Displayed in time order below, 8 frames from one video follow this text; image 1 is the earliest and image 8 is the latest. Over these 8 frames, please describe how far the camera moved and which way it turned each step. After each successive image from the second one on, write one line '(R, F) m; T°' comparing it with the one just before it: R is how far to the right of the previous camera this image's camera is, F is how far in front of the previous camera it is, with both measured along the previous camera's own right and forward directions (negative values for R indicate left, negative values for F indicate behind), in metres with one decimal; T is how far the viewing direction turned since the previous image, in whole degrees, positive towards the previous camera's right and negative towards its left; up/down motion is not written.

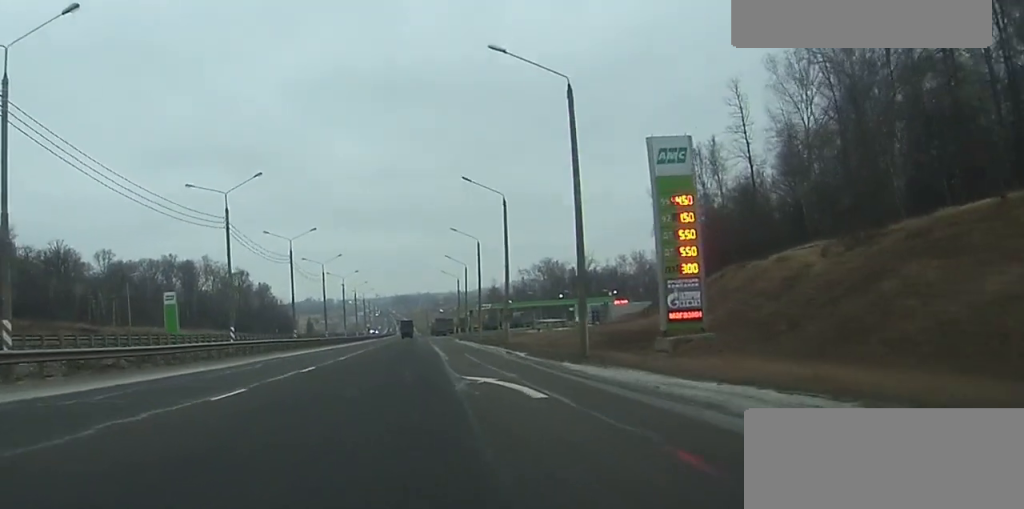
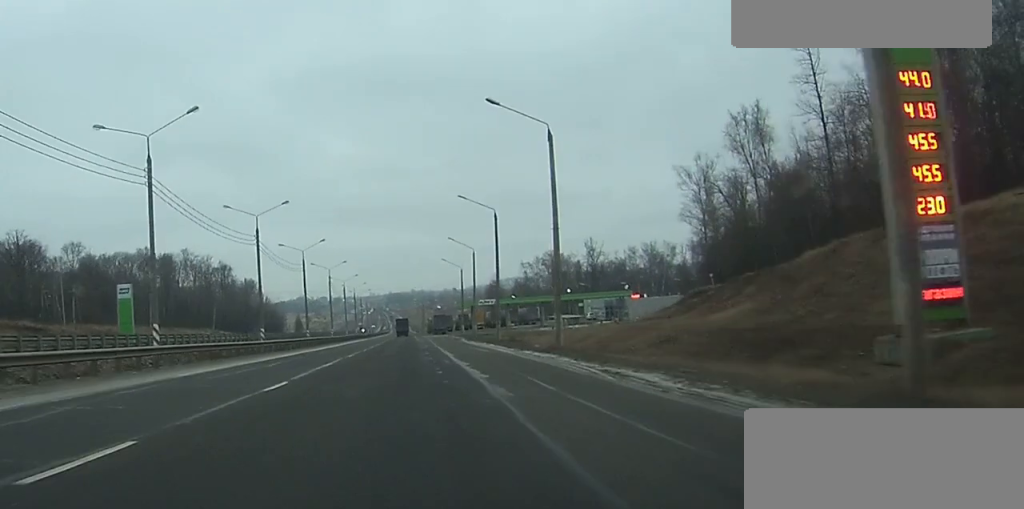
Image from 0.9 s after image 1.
(0.0, +20.9) m; 0°
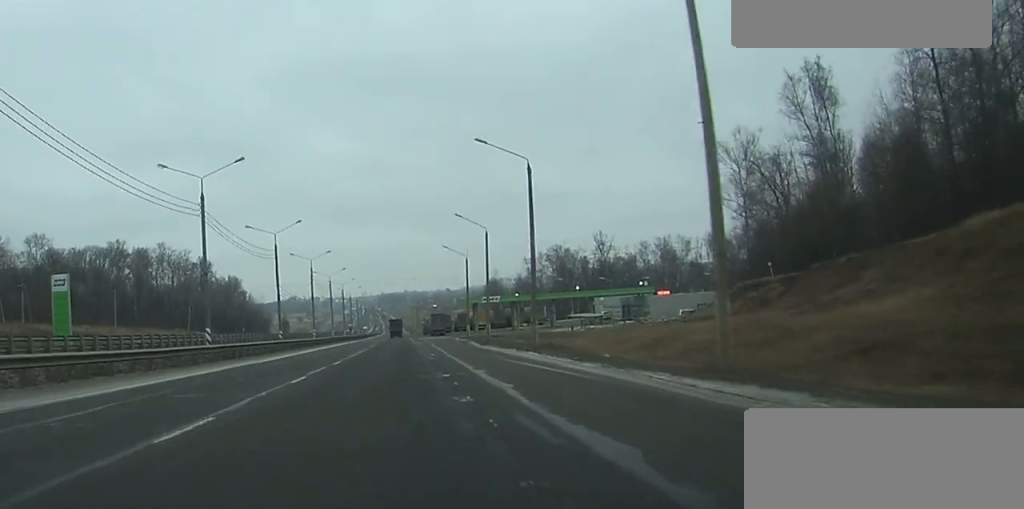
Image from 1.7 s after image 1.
(0.0, +21.0) m; 0°
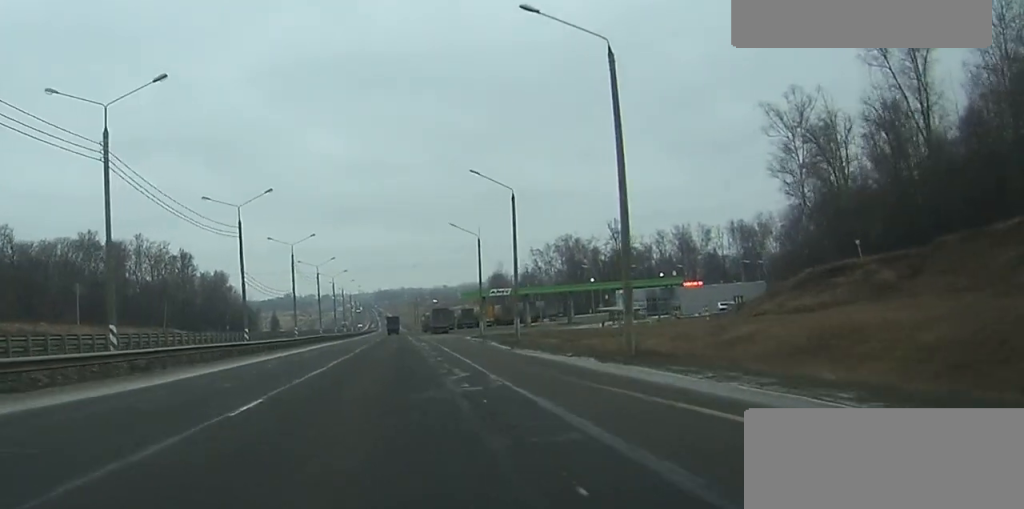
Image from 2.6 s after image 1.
(+0.1, +20.4) m; 0°
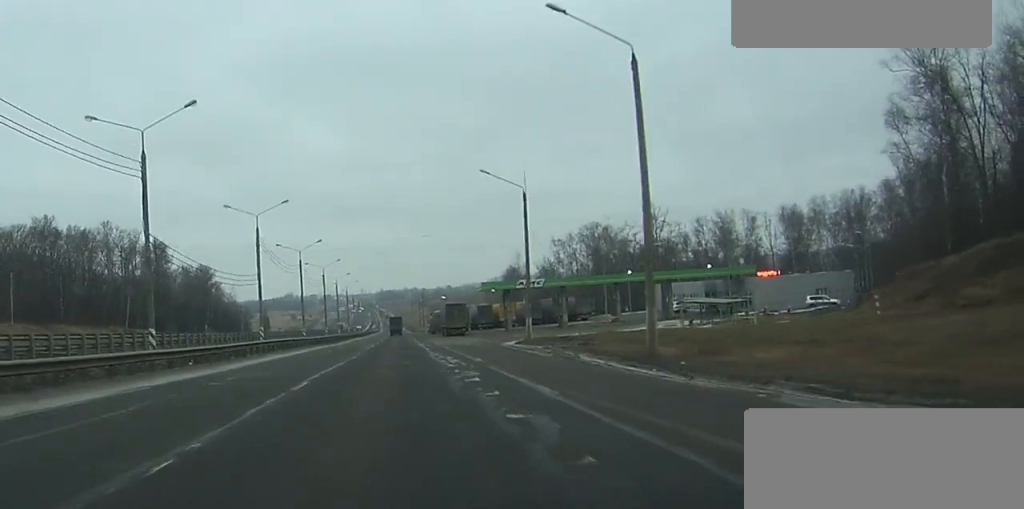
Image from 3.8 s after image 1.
(+0.1, +30.3) m; 0°
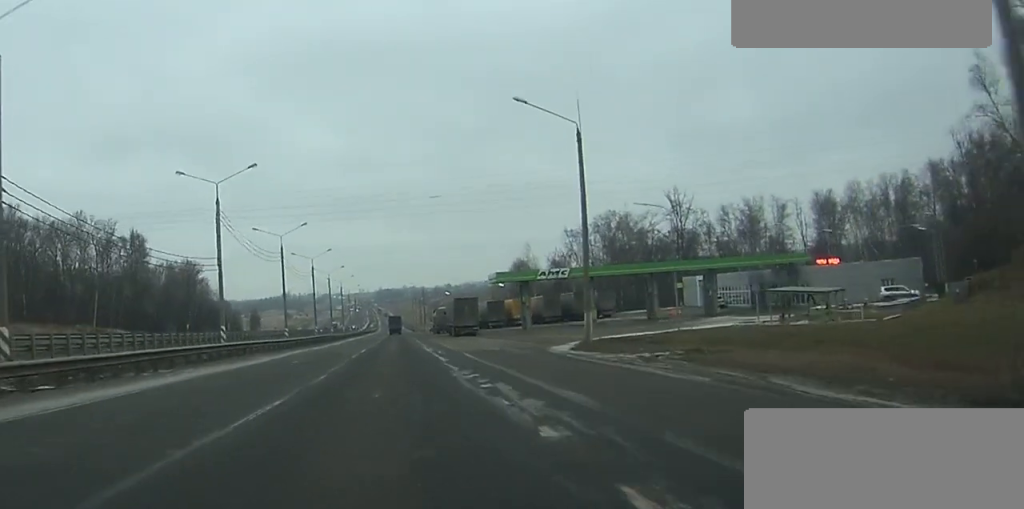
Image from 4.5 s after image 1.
(0.0, +18.1) m; 0°
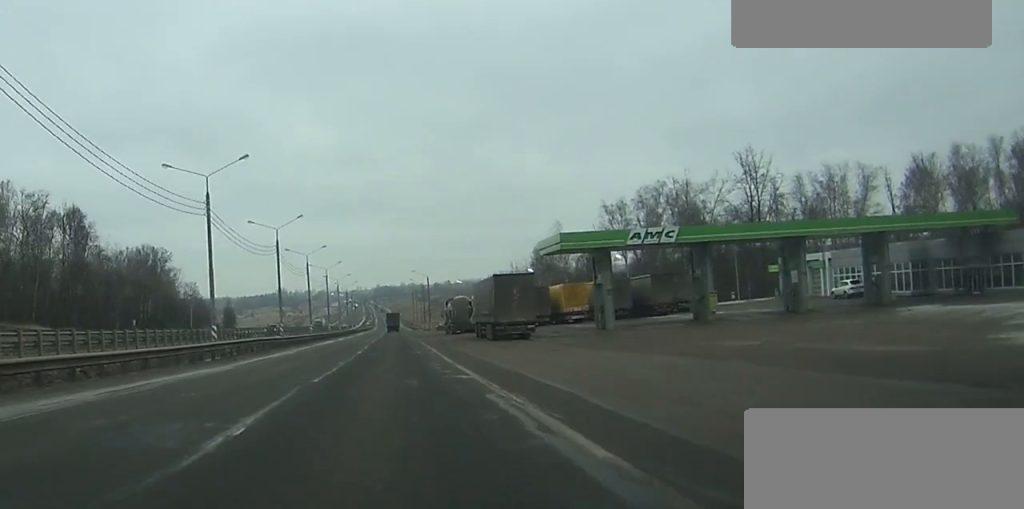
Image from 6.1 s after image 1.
(0.0, +38.8) m; 0°
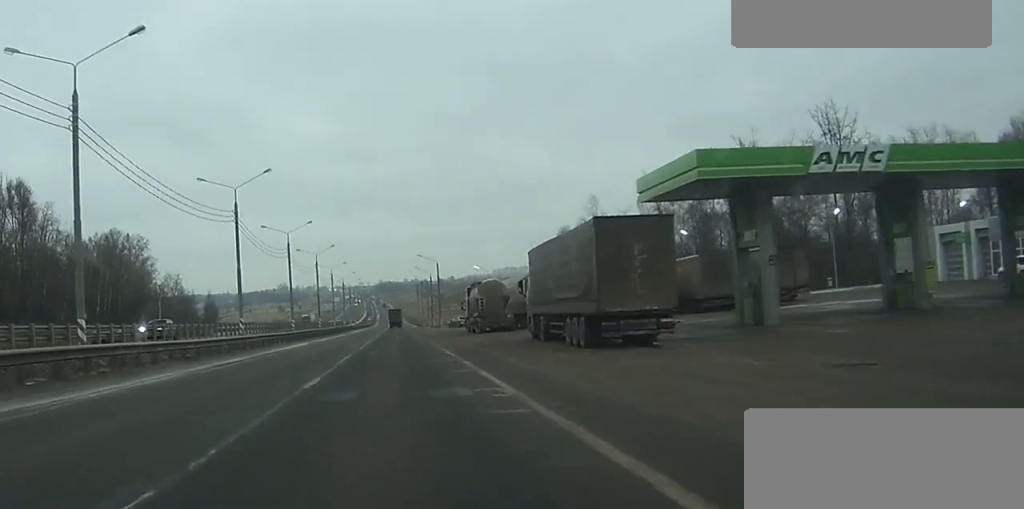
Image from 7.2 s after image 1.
(-0.1, +27.4) m; -1°
